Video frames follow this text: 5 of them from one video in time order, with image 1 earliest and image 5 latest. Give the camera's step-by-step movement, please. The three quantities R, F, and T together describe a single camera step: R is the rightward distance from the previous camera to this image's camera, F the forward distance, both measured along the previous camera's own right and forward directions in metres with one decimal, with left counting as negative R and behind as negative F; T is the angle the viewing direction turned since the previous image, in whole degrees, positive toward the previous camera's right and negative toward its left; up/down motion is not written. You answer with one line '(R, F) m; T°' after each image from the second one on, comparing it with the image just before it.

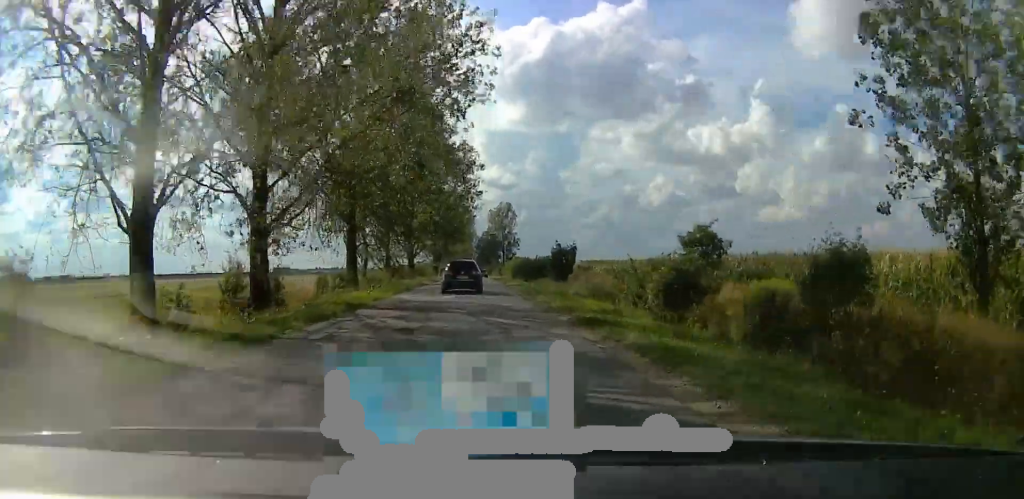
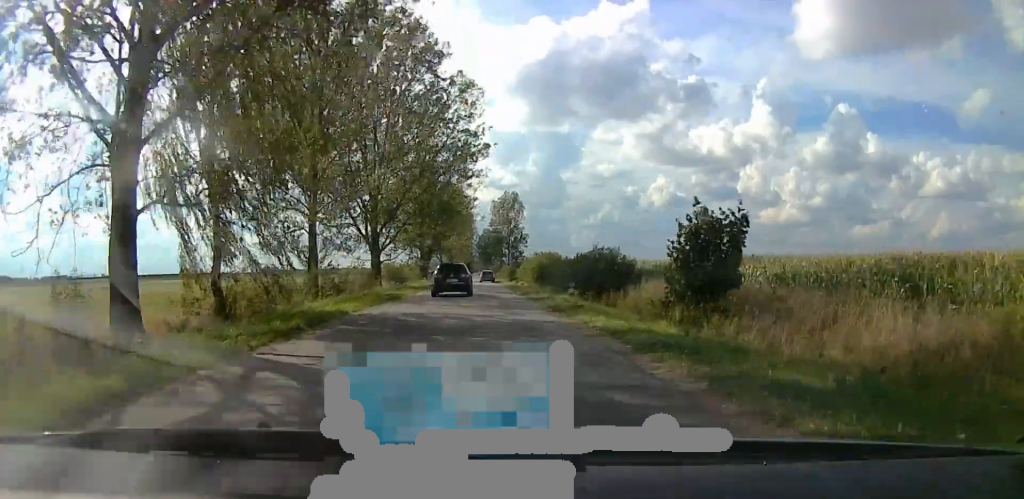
(+0.2, +30.6) m; -2°
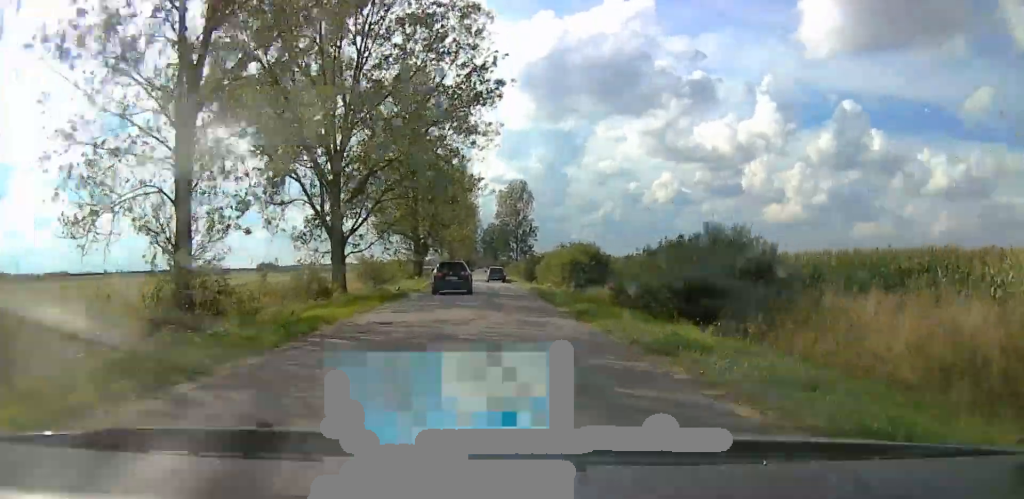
(-0.9, +16.9) m; -3°
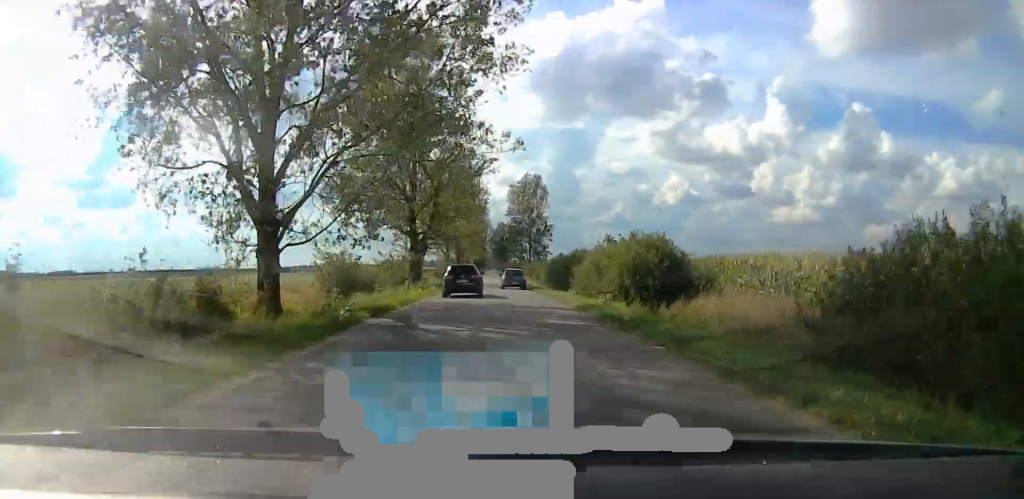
(-0.1, +14.6) m; 0°
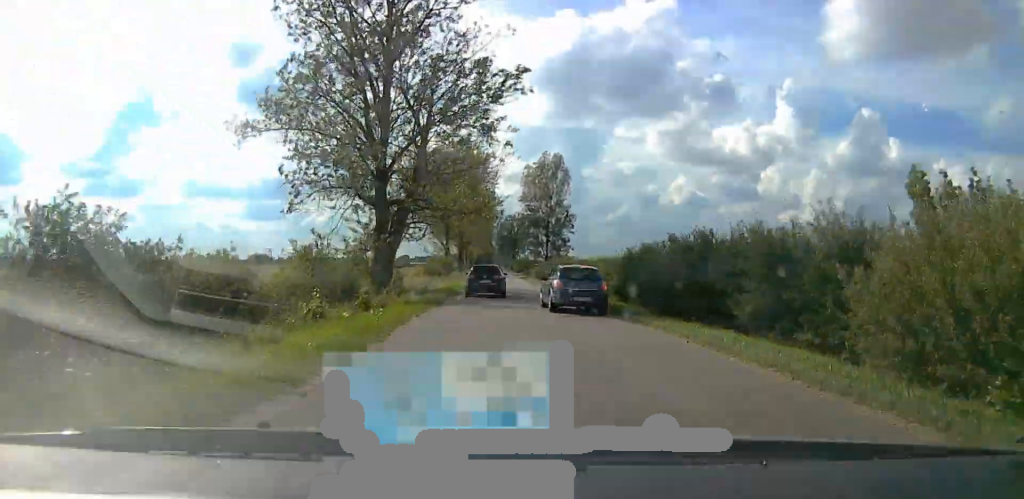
(0.0, +26.1) m; 0°
